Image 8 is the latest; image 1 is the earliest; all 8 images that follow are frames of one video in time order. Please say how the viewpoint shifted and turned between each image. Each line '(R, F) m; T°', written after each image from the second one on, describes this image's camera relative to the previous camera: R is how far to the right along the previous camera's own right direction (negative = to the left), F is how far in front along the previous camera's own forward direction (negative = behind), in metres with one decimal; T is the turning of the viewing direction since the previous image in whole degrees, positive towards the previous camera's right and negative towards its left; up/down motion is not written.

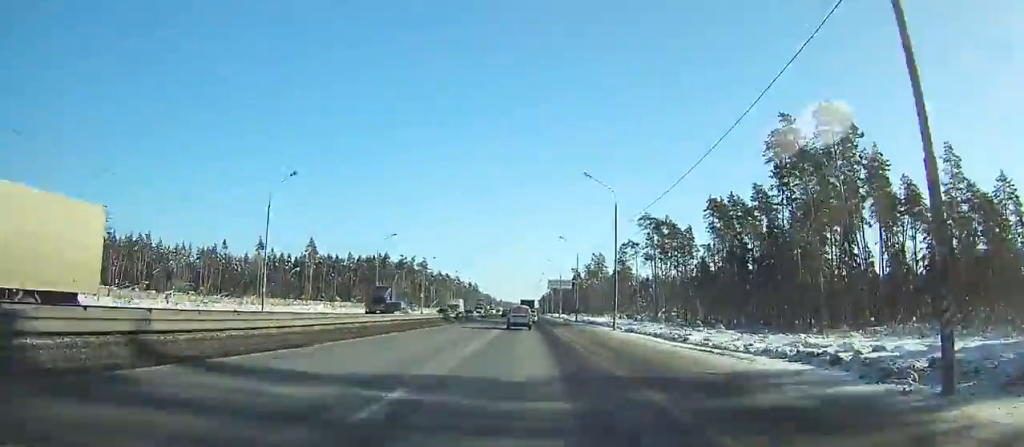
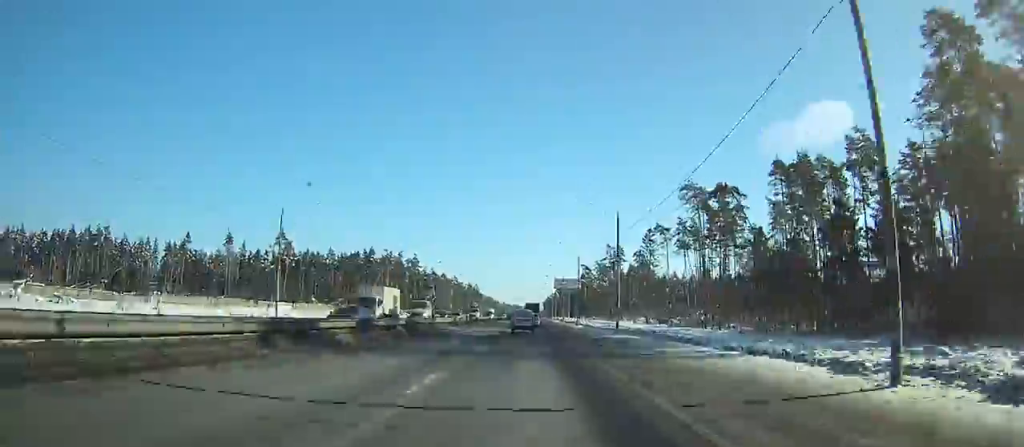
(-0.3, +33.5) m; +2°
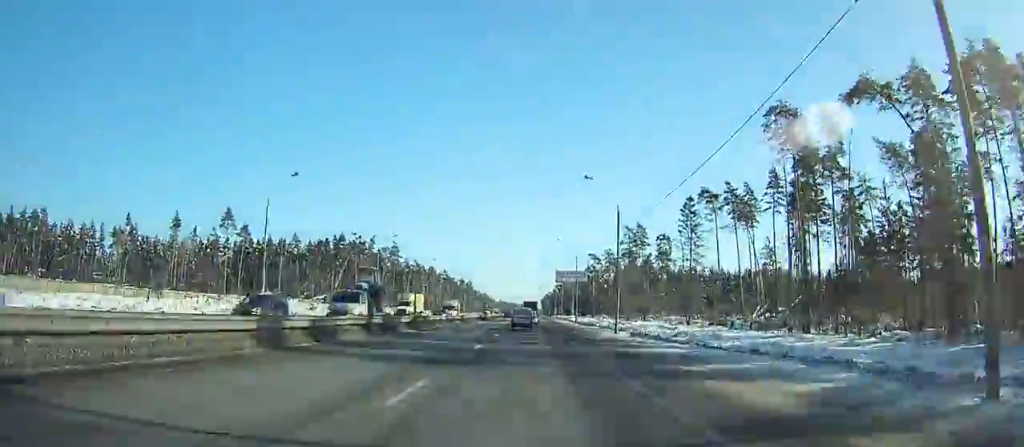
(-1.1, +39.2) m; +2°
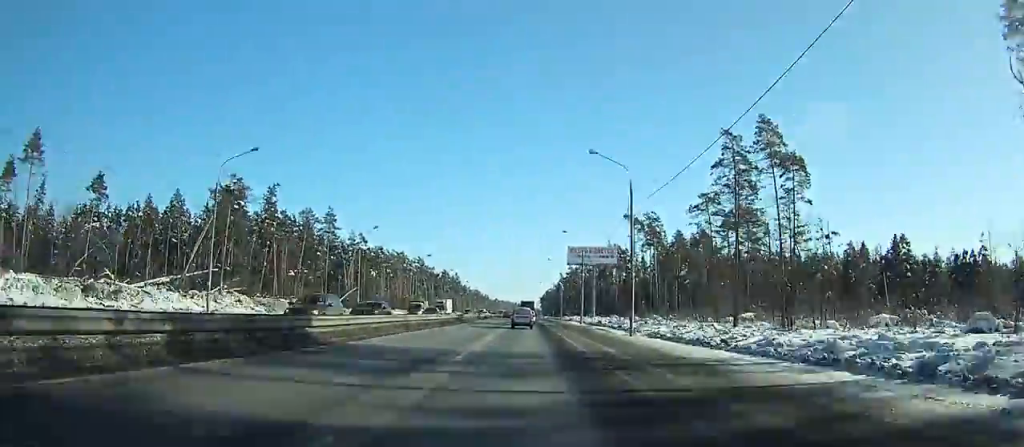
(+0.5, +75.2) m; -6°
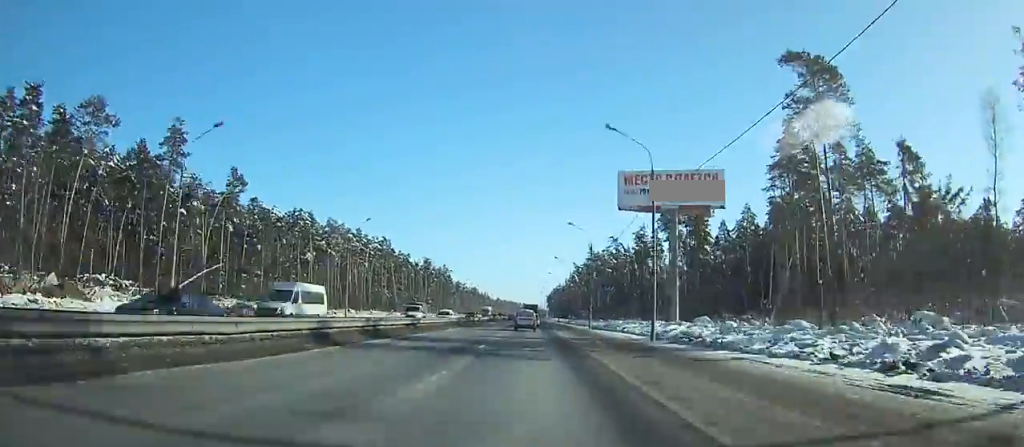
(-4.9, +78.5) m; 0°
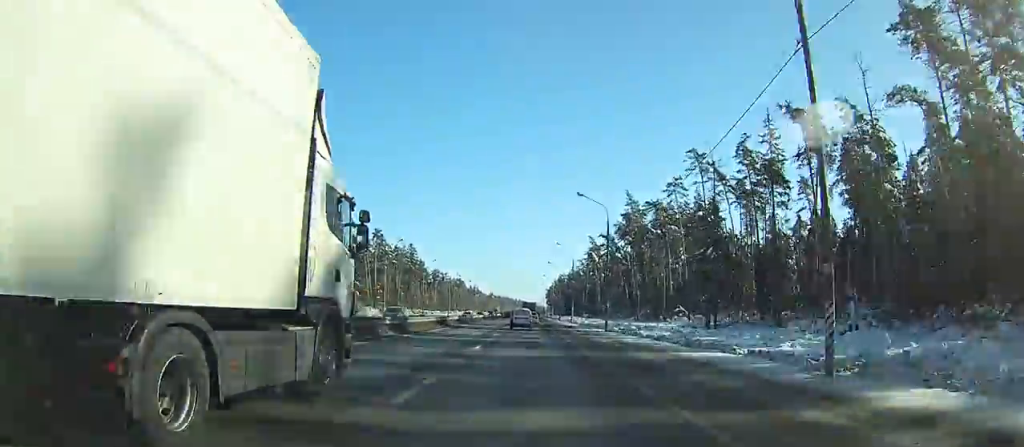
(+2.9, +85.1) m; +2°
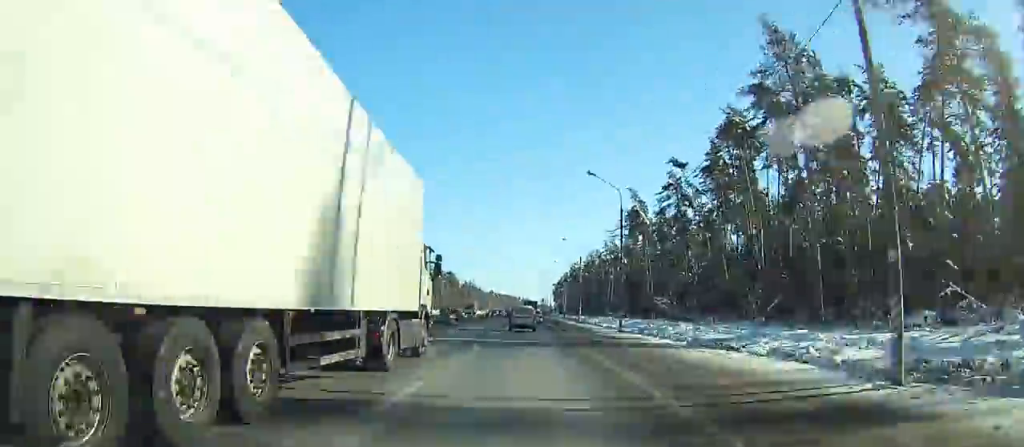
(-0.4, +69.7) m; -1°
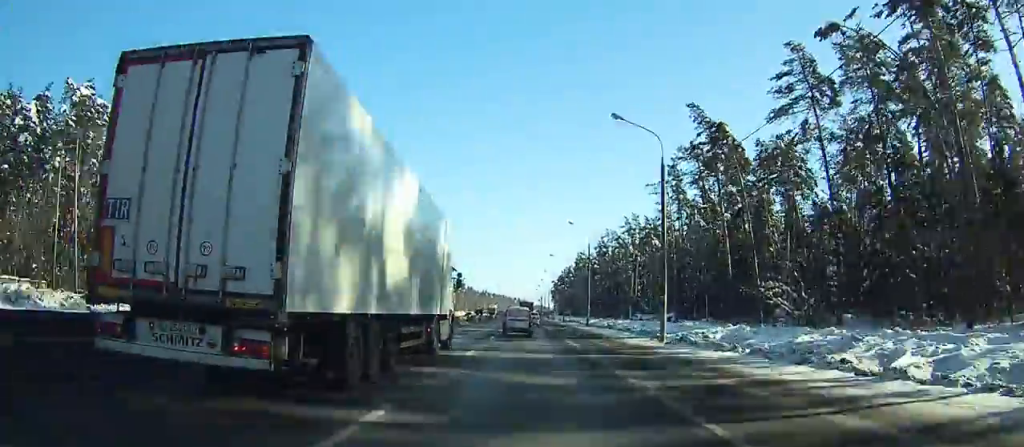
(-0.3, +49.7) m; 0°
